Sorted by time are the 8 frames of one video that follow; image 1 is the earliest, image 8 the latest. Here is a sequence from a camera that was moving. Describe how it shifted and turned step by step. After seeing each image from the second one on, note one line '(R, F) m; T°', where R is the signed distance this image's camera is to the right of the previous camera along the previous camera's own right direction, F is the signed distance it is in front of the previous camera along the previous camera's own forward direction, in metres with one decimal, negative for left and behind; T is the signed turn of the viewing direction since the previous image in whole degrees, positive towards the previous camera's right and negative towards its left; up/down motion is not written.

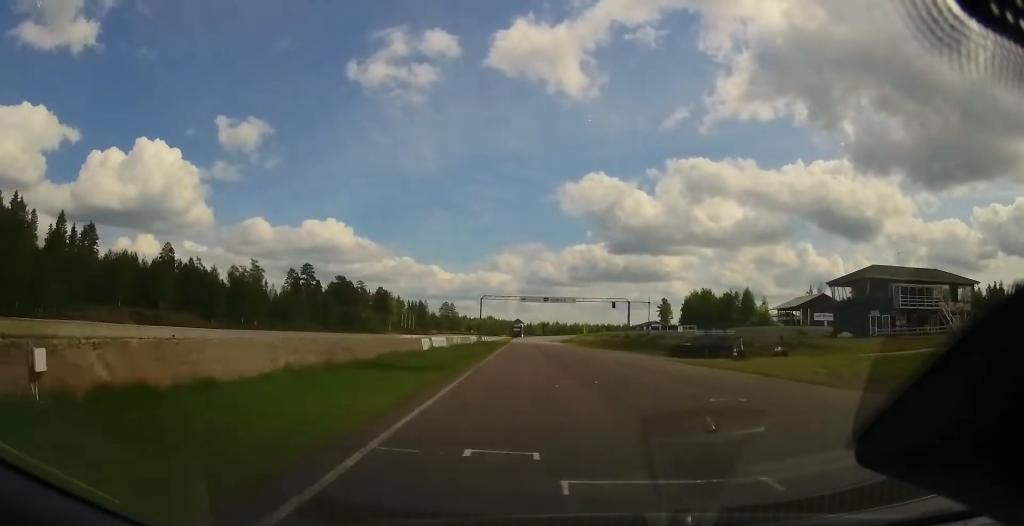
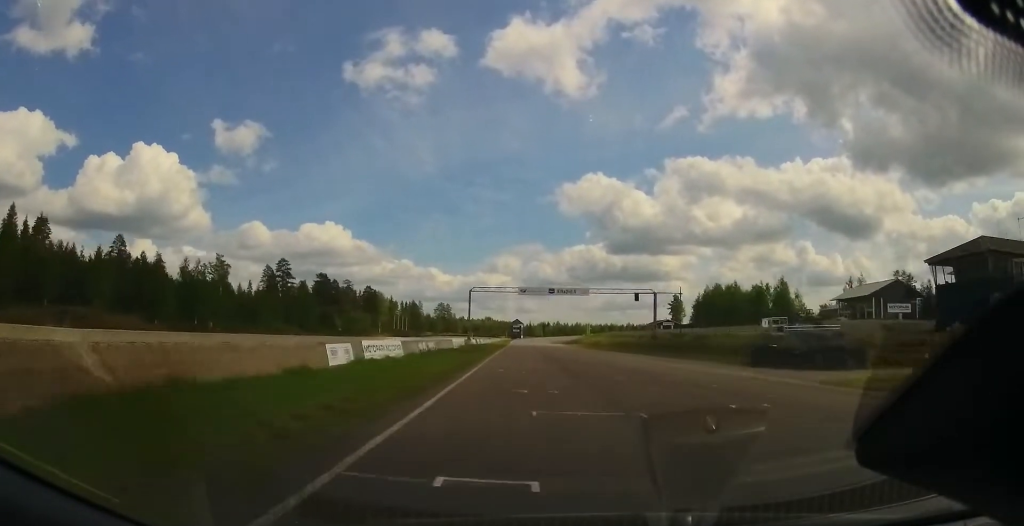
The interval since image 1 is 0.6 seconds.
(+0.2, +19.9) m; 0°
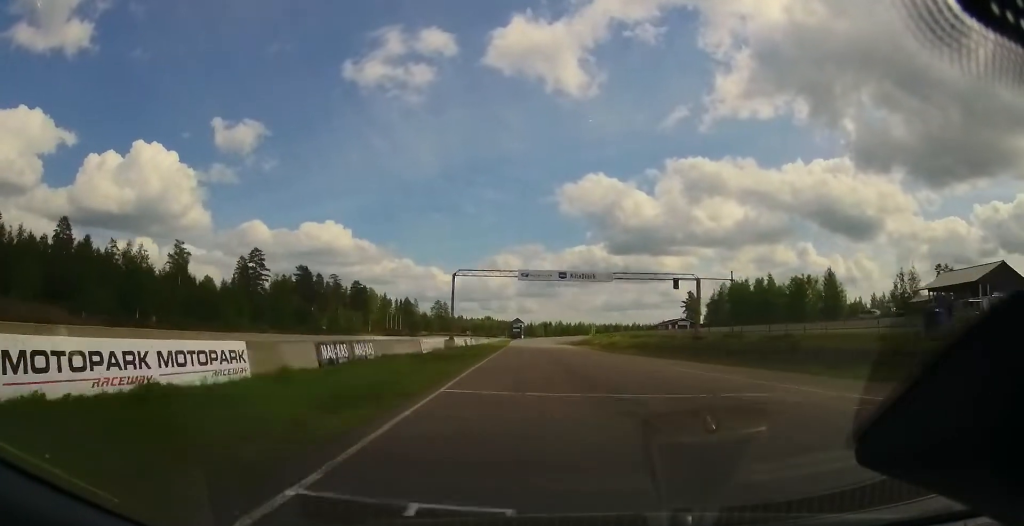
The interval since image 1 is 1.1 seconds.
(+0.2, +18.9) m; 0°
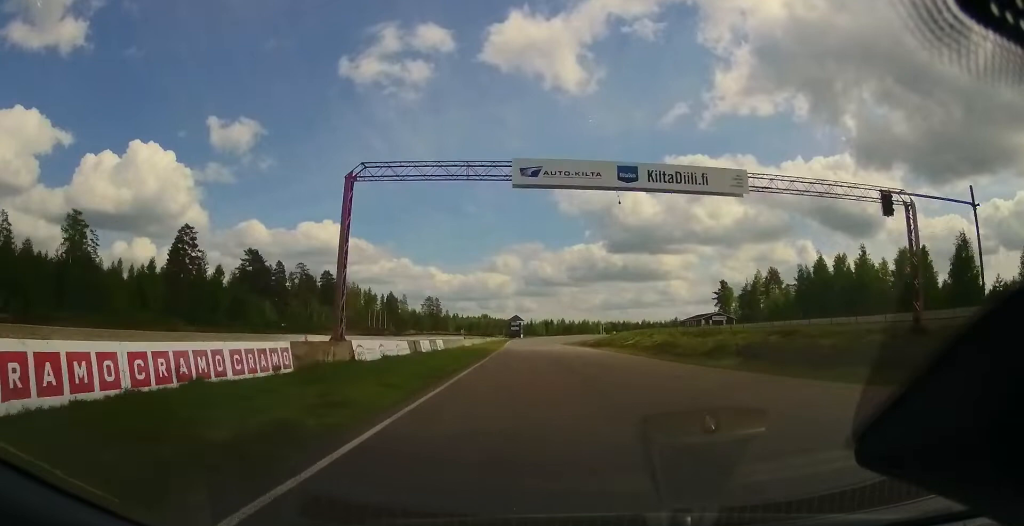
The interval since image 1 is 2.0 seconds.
(-0.3, +34.4) m; -1°
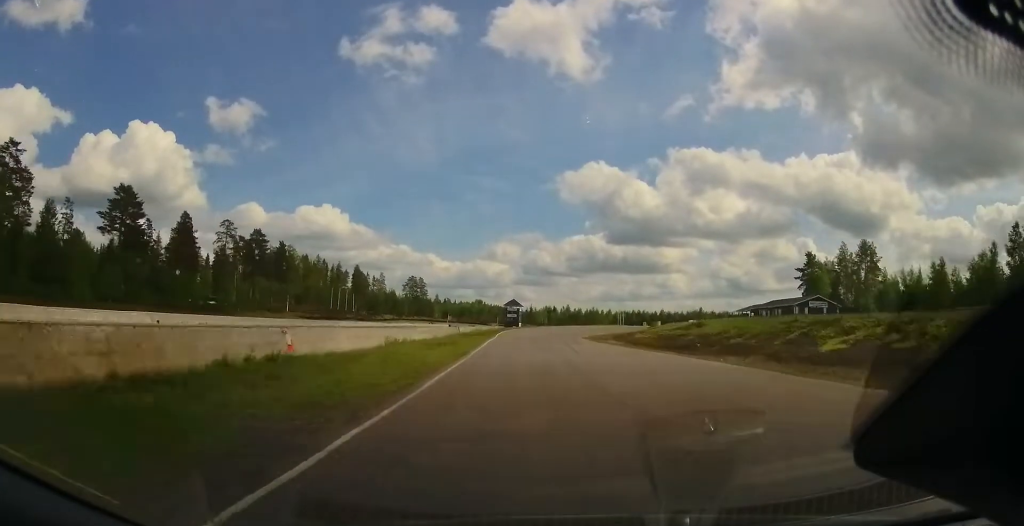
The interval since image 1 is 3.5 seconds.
(-0.1, +52.8) m; +1°
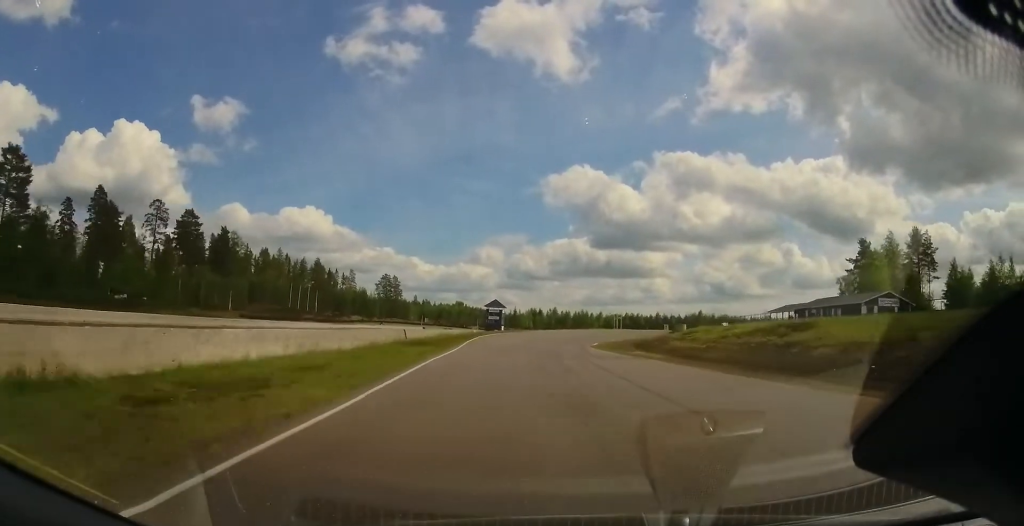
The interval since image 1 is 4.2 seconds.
(+0.1, +26.8) m; +1°
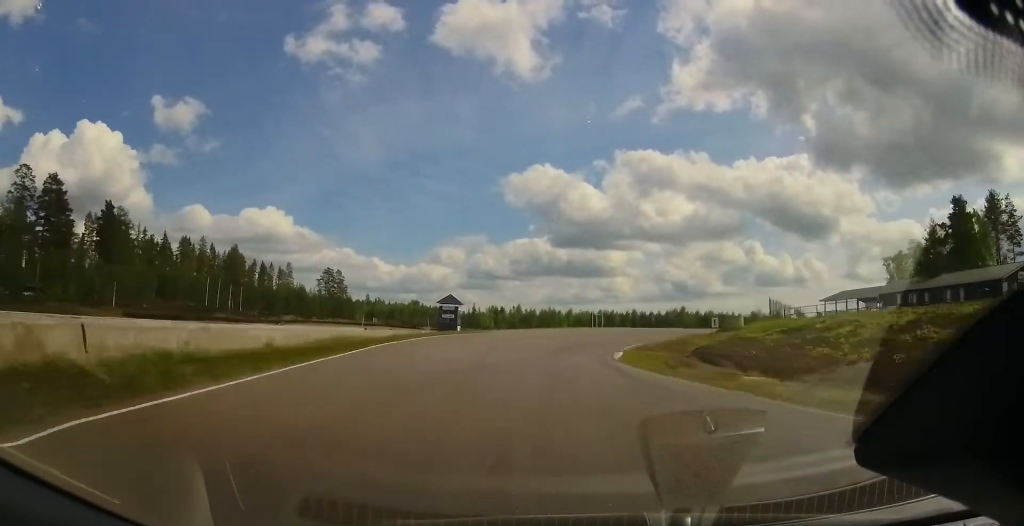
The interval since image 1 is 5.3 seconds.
(+0.7, +34.0) m; +5°
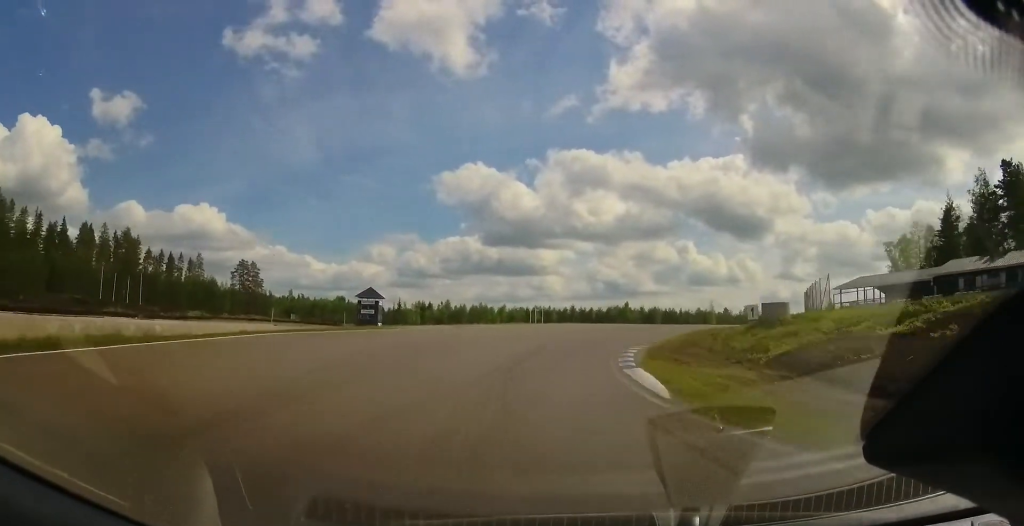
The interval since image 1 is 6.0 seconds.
(+0.3, +19.6) m; +6°
